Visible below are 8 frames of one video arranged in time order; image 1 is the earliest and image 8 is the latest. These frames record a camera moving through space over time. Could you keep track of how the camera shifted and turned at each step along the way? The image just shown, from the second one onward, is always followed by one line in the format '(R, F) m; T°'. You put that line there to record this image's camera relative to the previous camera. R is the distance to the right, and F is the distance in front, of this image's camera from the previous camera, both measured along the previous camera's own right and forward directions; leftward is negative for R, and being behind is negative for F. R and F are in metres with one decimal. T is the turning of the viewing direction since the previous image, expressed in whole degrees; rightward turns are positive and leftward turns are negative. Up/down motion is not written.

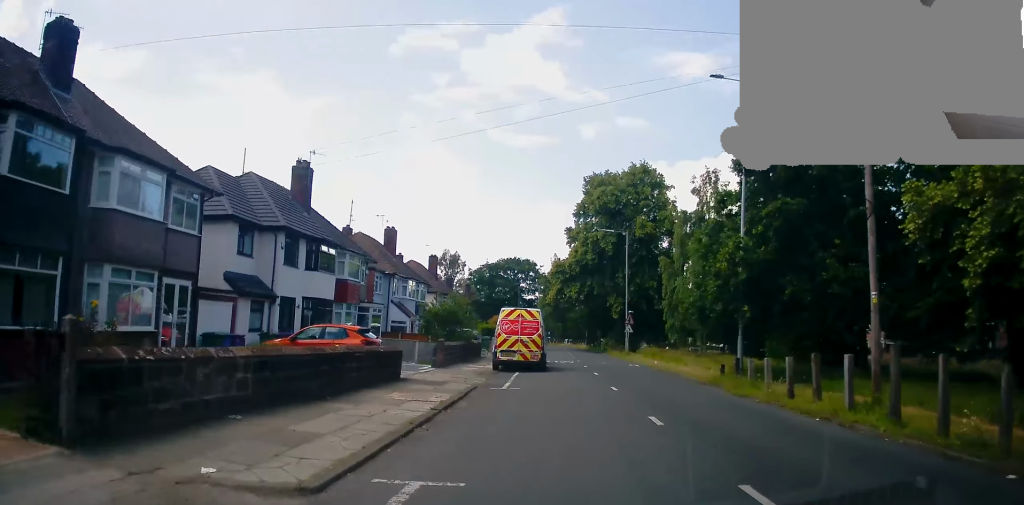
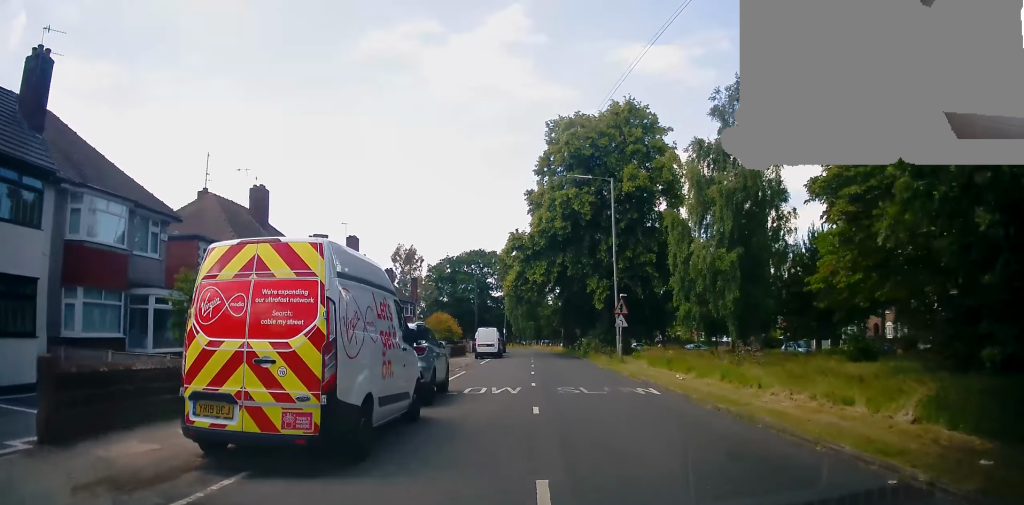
(+2.4, +17.3) m; +11°
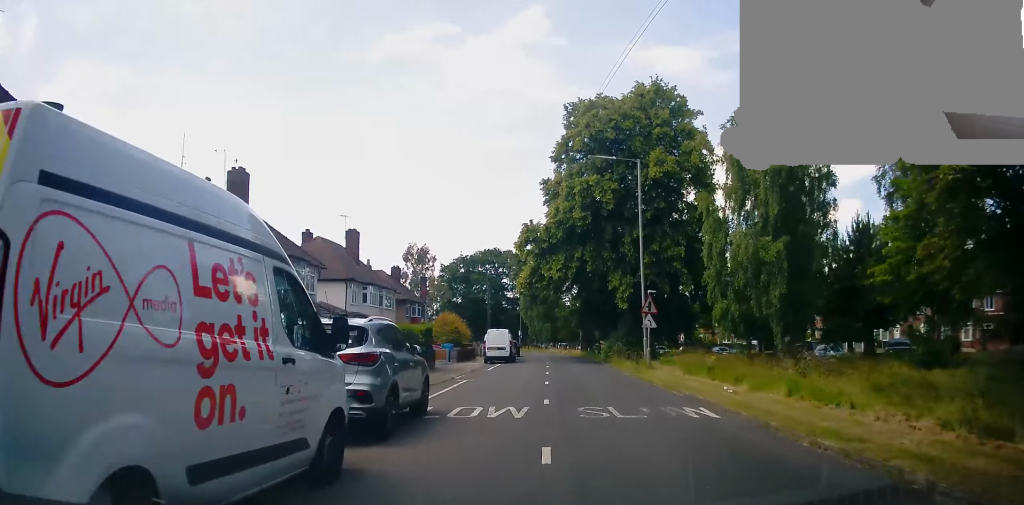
(+0.1, +4.4) m; -1°
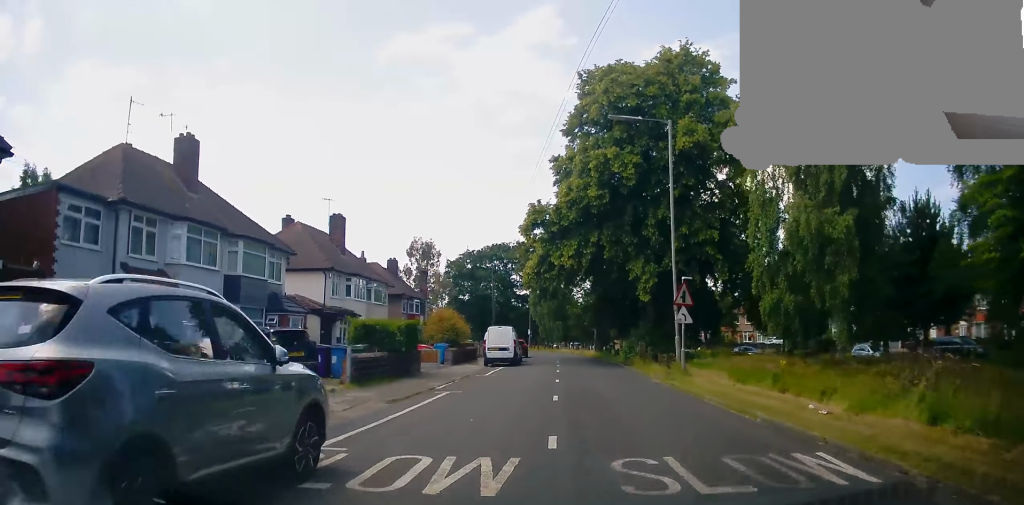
(-0.2, +5.3) m; -2°
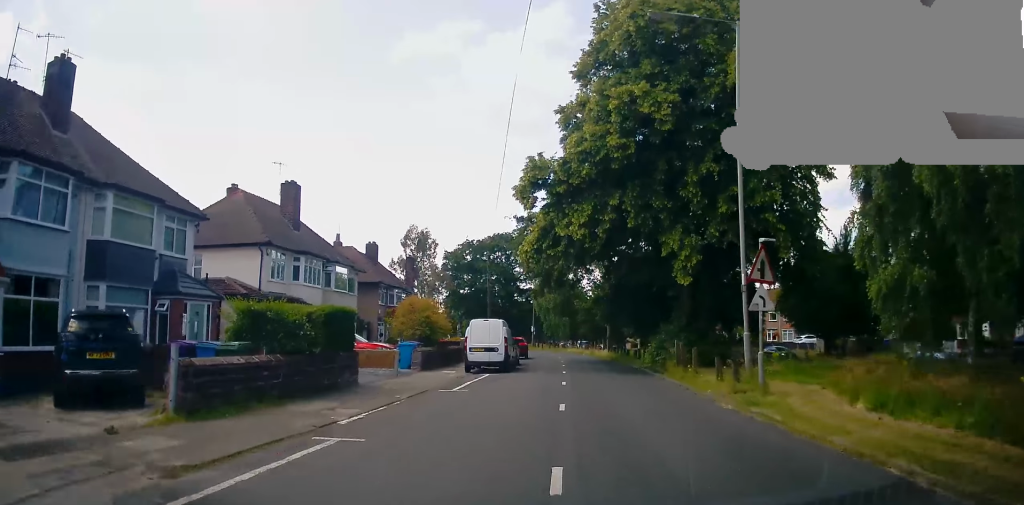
(-0.1, +7.6) m; -2°
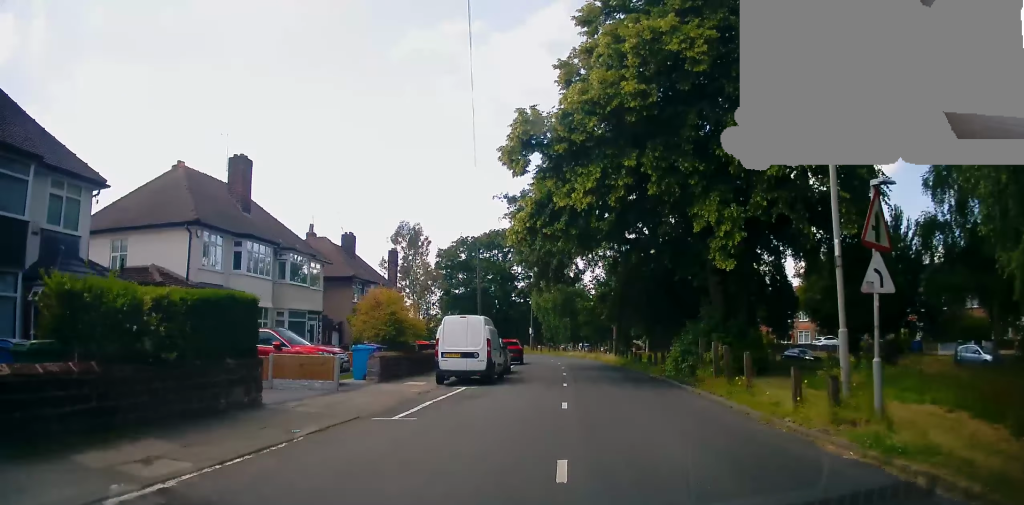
(-0.1, +5.1) m; -2°
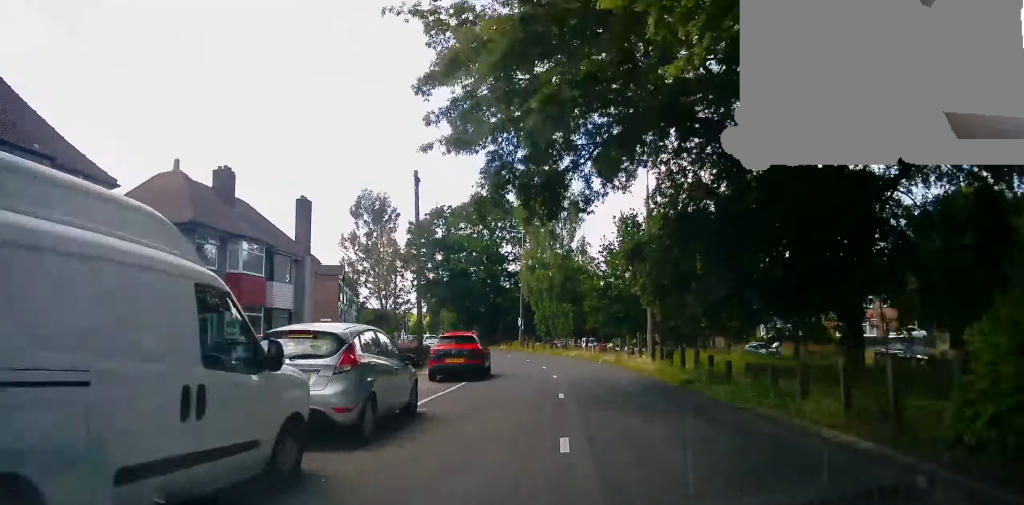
(-0.6, +16.3) m; +1°
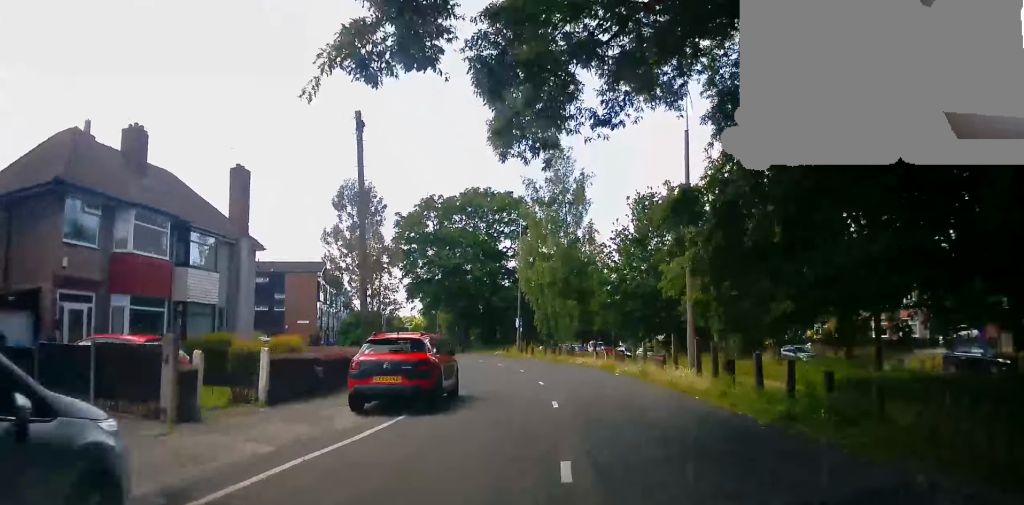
(+0.4, +7.2) m; 0°
